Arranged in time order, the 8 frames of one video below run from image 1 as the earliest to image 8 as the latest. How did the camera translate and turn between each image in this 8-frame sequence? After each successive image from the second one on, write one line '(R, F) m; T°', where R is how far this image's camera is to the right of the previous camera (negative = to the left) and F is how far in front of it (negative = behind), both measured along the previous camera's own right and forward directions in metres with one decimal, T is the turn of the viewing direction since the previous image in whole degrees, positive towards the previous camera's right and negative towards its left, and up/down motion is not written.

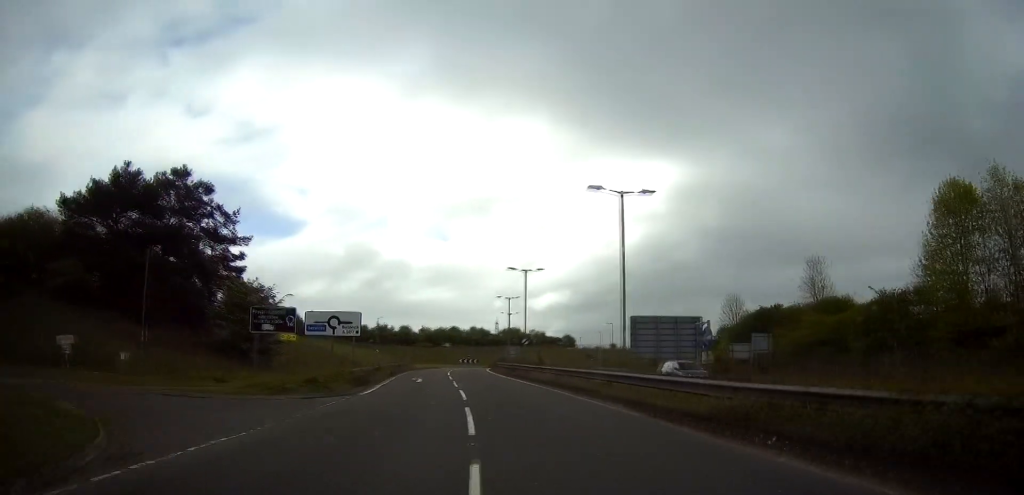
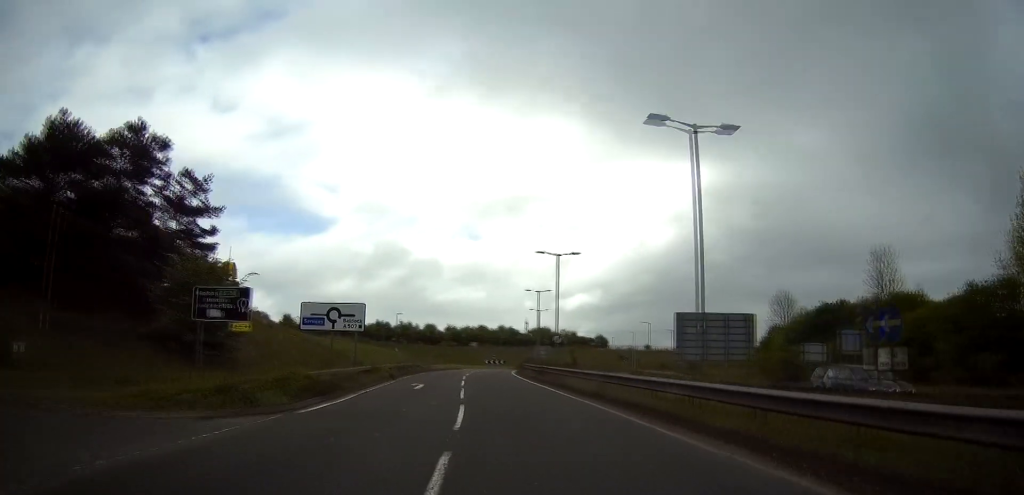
(-0.3, +8.5) m; -2°
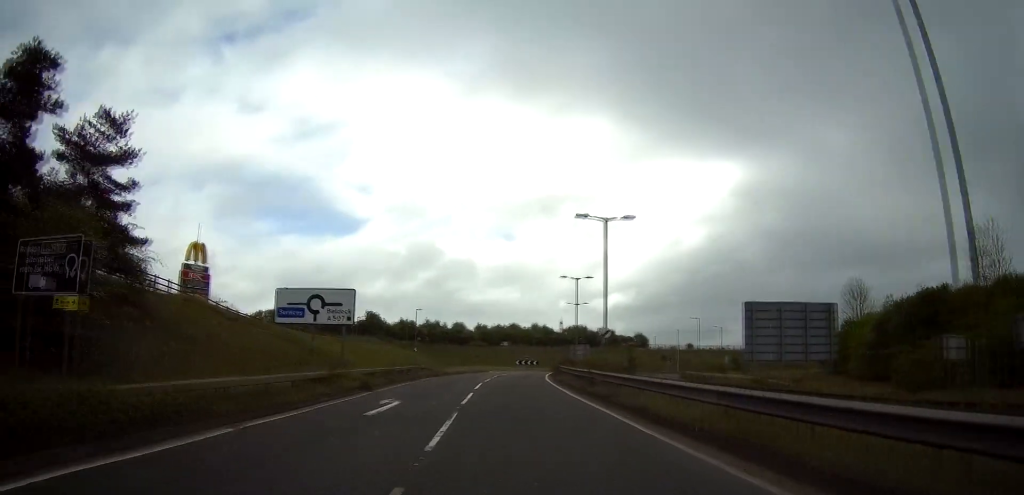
(-0.3, +11.4) m; -2°
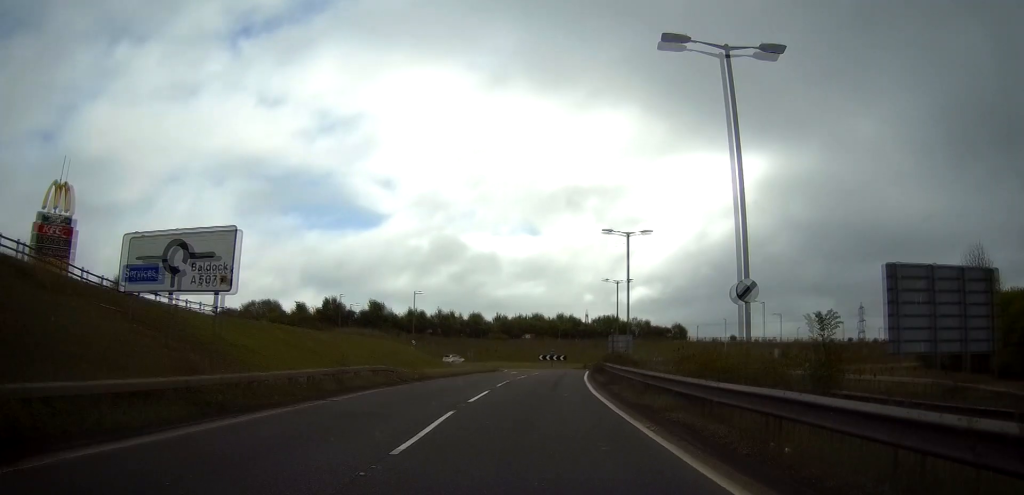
(-0.5, +18.8) m; -2°
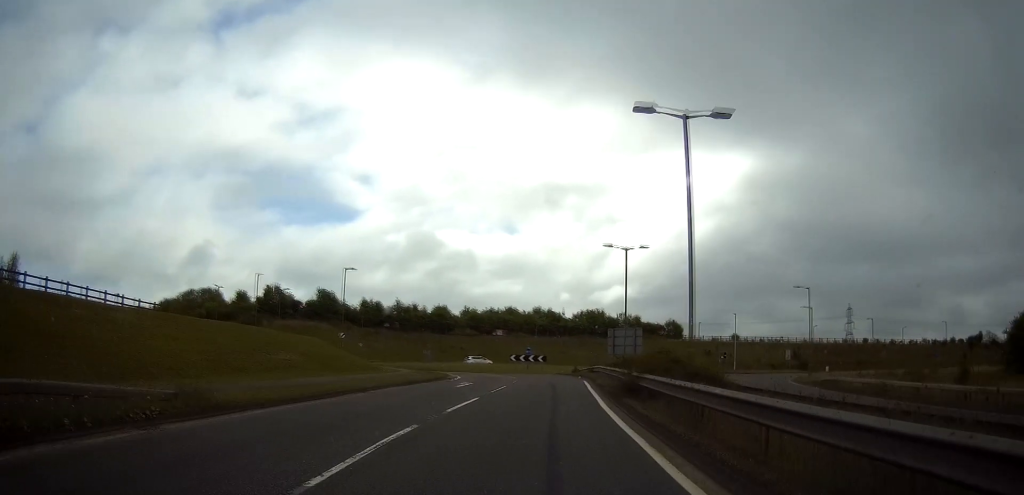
(0.0, +20.0) m; +1°
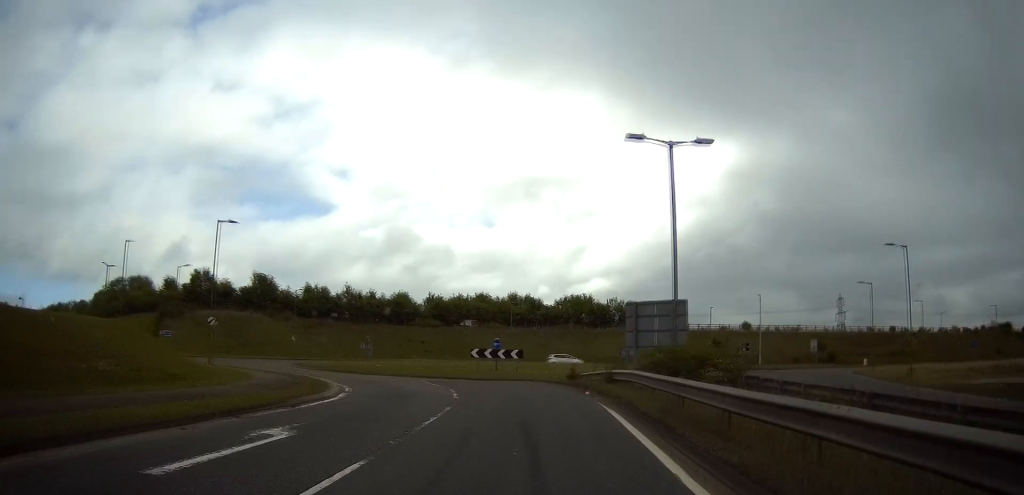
(+0.6, +21.3) m; +2°
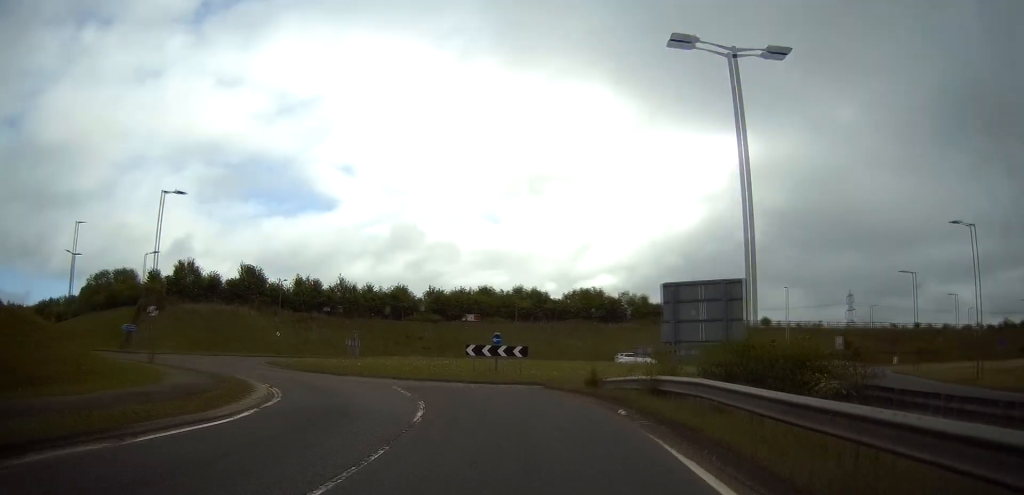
(0.0, +7.5) m; -1°
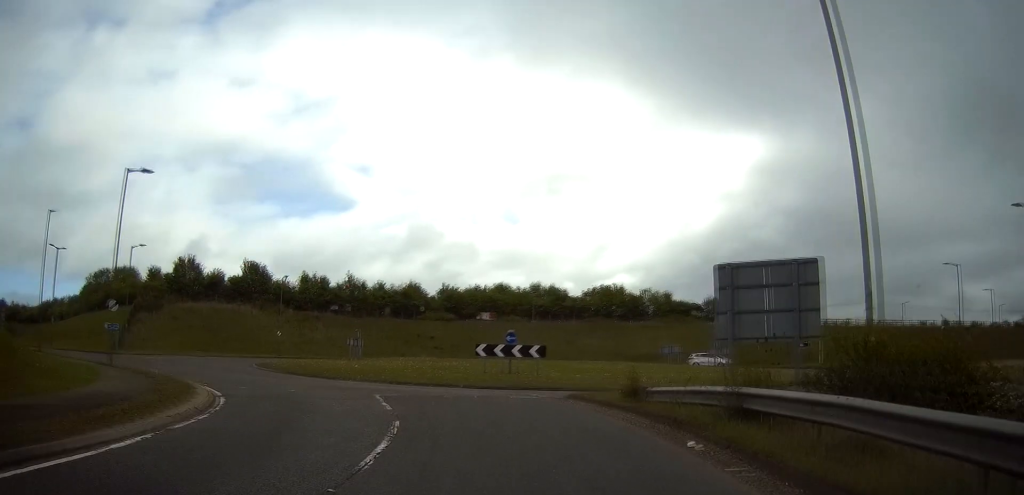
(0.0, +5.4) m; -1°
